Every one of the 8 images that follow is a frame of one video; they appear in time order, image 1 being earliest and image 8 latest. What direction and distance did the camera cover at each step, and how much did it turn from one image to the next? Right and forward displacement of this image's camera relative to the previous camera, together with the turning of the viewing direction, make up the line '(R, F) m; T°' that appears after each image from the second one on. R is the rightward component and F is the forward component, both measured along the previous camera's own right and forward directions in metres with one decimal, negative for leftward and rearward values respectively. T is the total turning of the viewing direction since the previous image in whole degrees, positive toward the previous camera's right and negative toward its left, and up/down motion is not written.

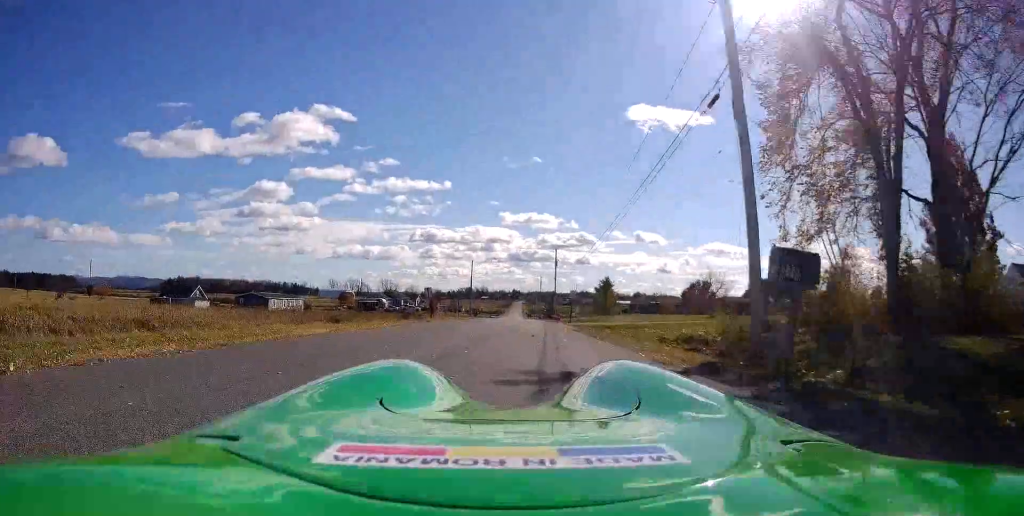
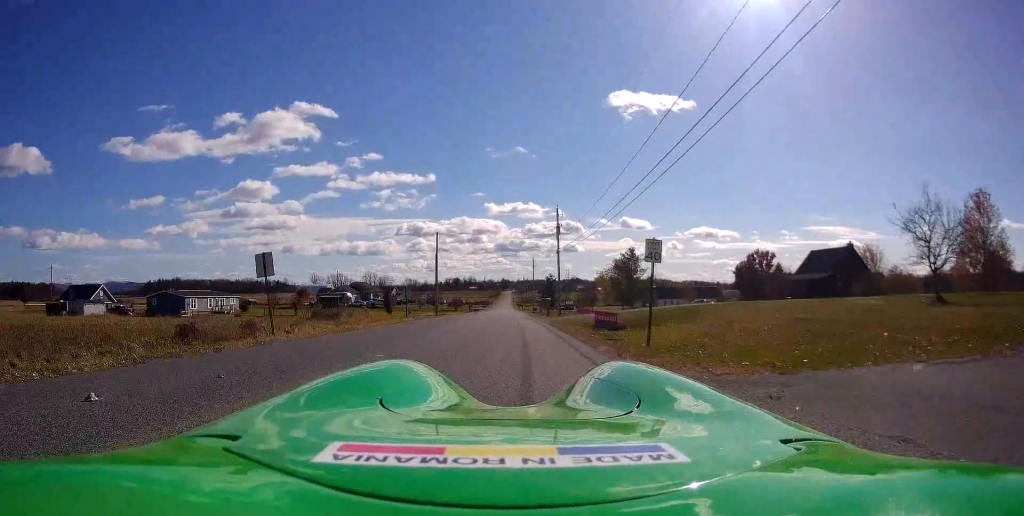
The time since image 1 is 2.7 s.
(0.0, +30.4) m; +1°
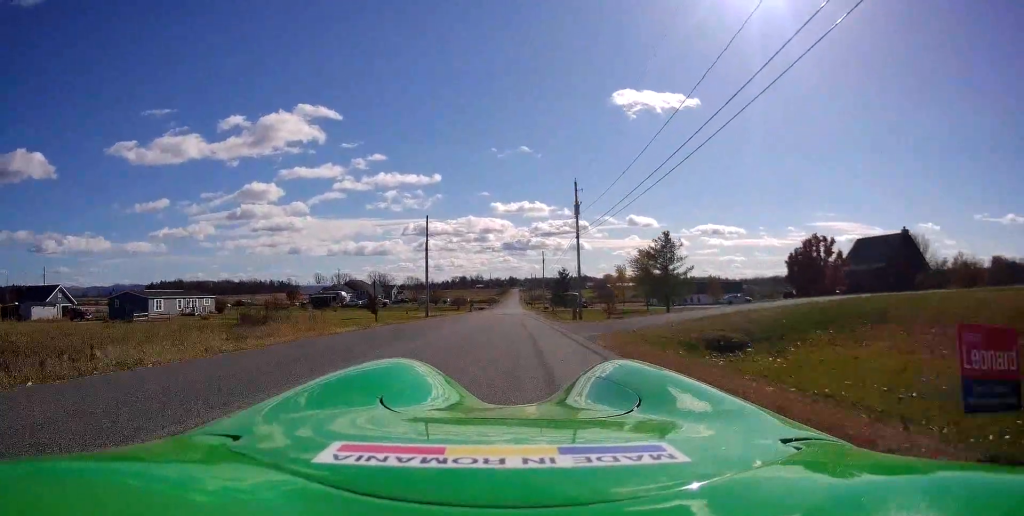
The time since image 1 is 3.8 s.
(-0.1, +12.9) m; -1°
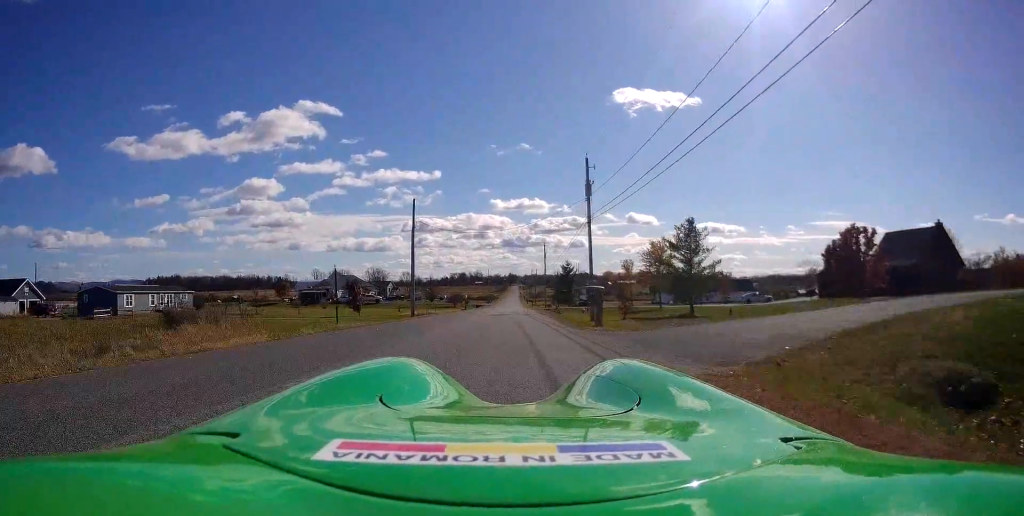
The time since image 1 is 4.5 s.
(-0.3, +7.6) m; 0°
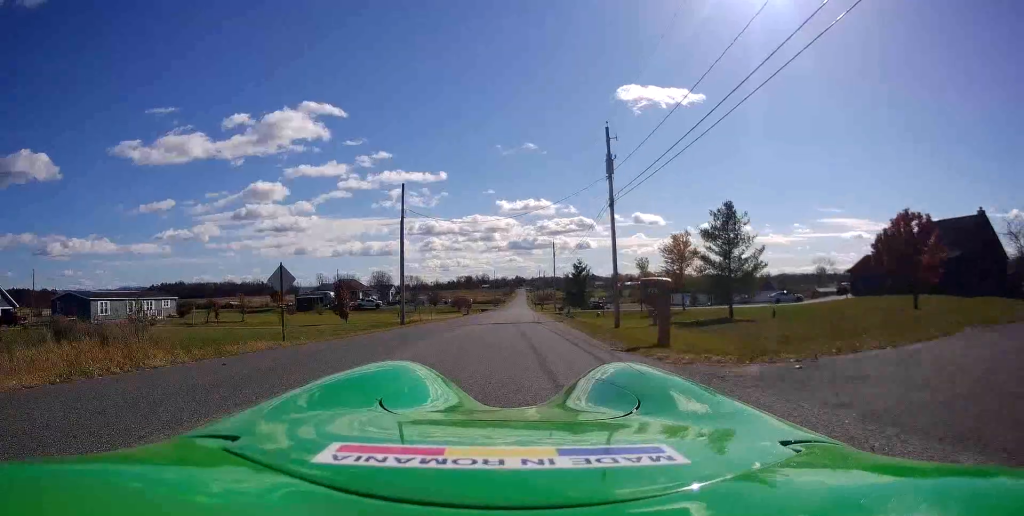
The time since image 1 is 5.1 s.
(+0.4, +7.3) m; 0°
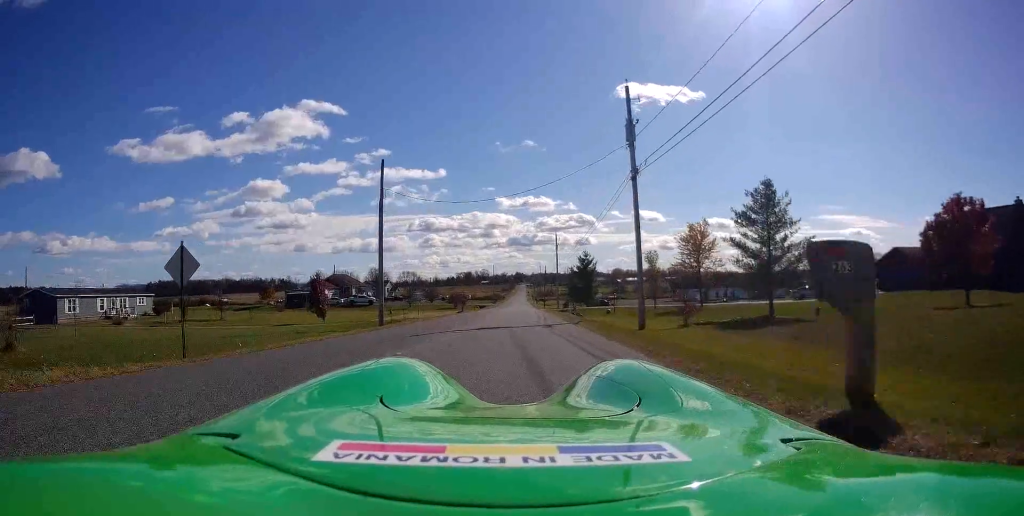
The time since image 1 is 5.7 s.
(0.0, +6.9) m; 0°
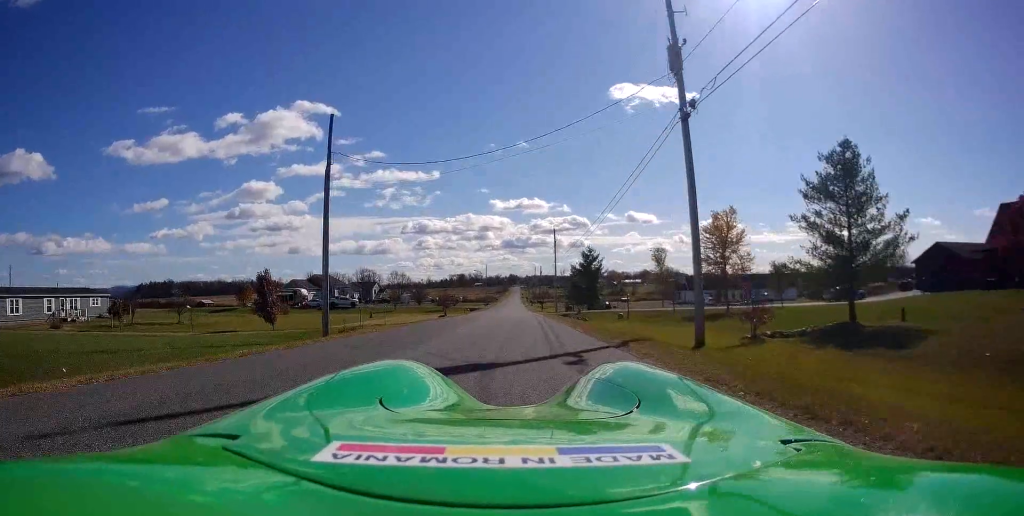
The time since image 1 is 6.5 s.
(-0.3, +9.3) m; -2°
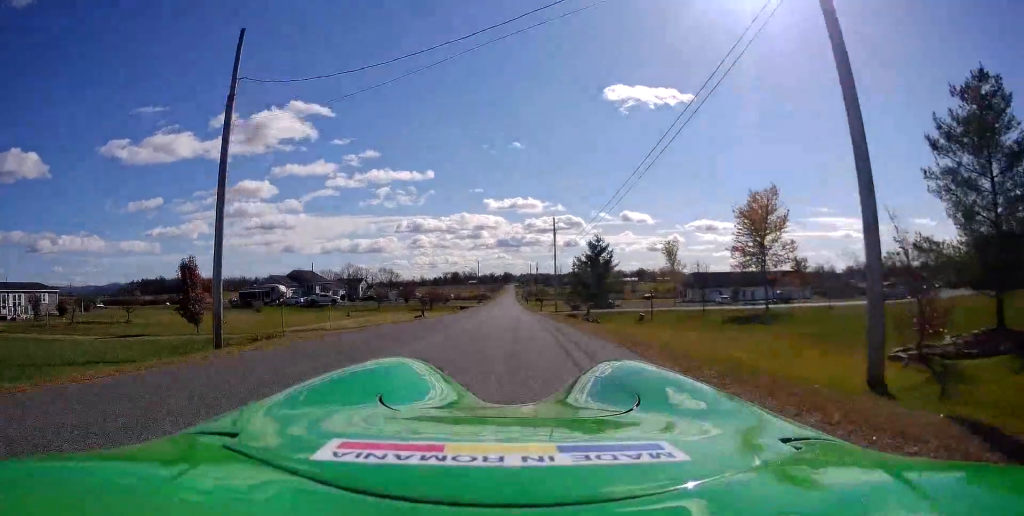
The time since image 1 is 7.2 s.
(0.0, +9.4) m; 0°
